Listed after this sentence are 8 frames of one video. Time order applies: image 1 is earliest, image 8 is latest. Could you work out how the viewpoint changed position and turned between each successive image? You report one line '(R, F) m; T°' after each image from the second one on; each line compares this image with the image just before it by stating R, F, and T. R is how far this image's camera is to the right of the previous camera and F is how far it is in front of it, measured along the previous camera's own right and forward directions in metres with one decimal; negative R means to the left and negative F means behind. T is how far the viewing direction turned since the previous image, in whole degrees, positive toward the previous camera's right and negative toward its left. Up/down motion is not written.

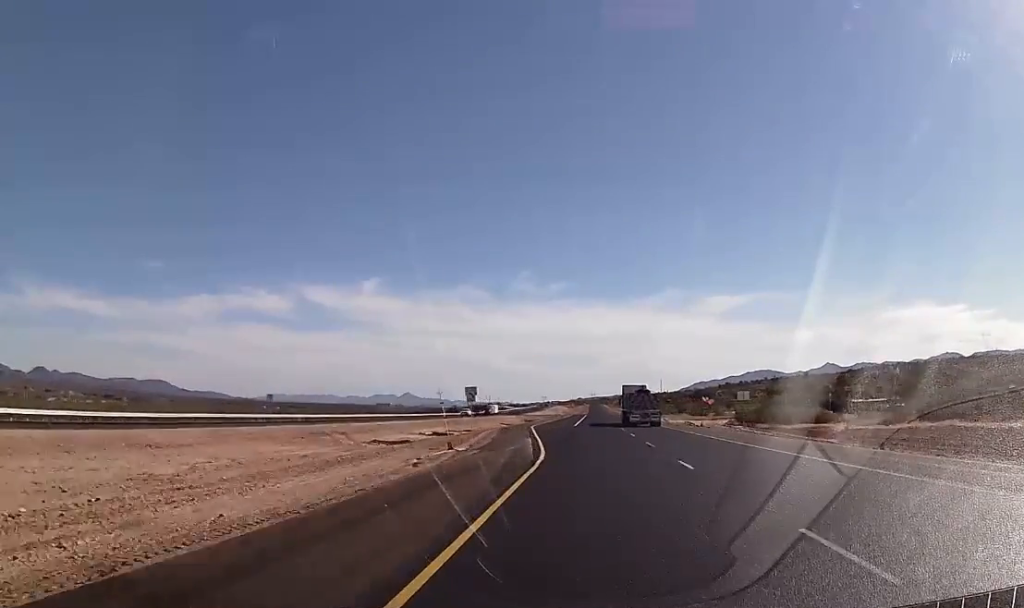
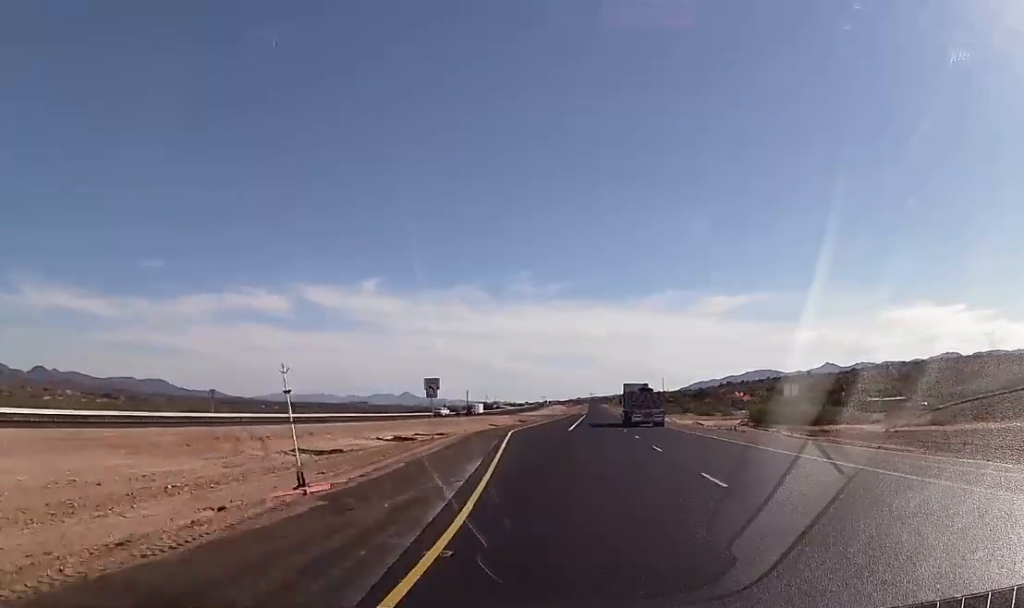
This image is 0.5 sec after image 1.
(-0.2, +16.6) m; 0°
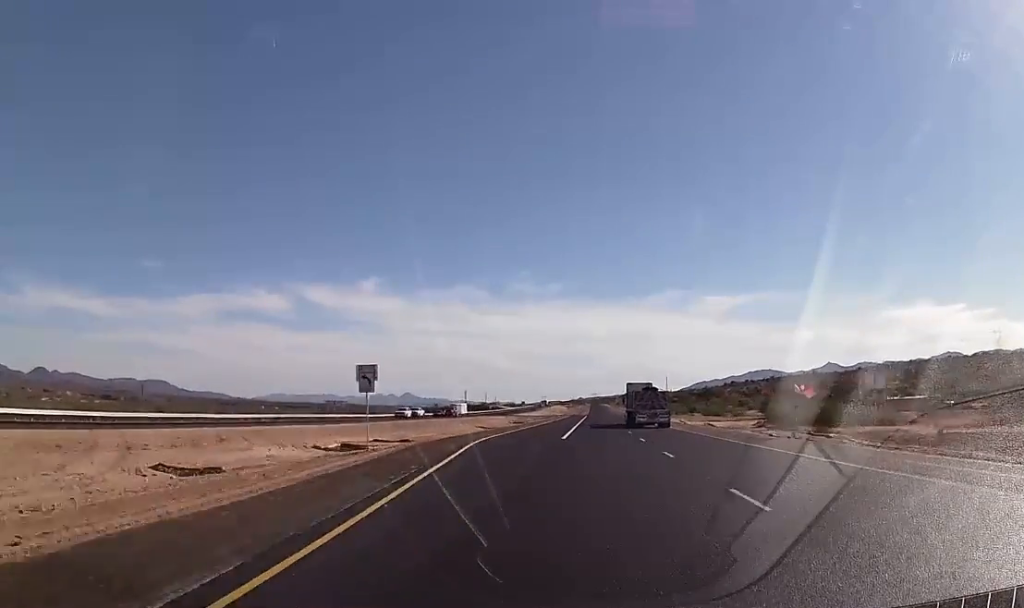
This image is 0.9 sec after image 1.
(-0.1, +15.4) m; 0°
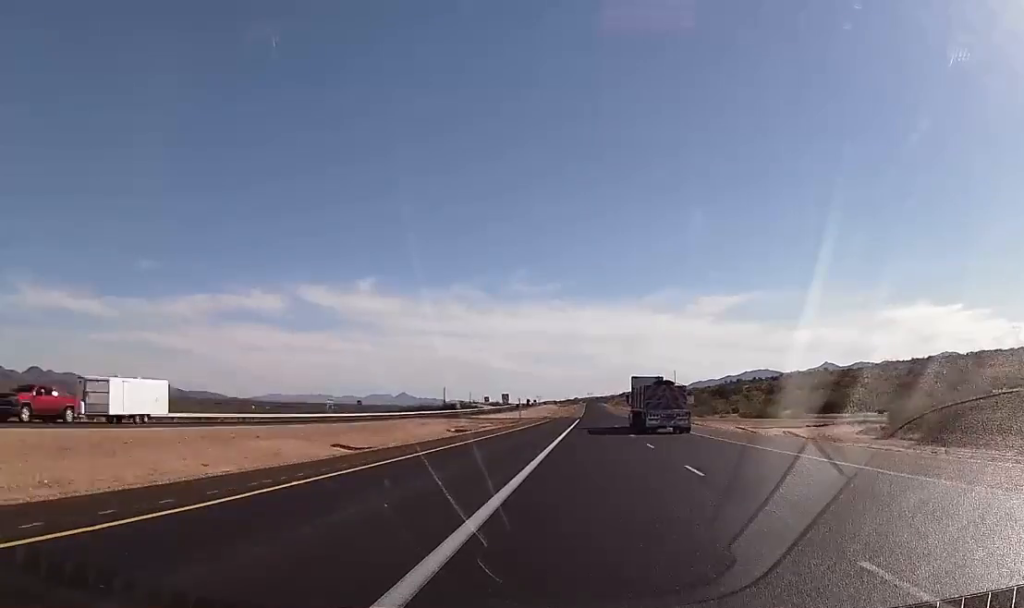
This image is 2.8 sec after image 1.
(-0.1, +67.3) m; +1°
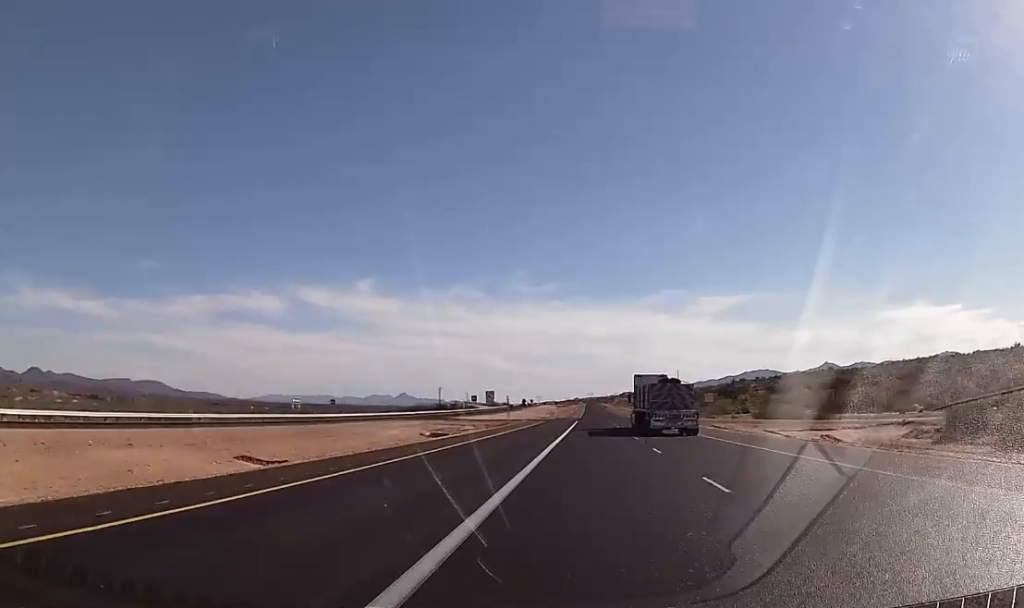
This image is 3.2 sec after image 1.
(+0.4, +15.3) m; 0°
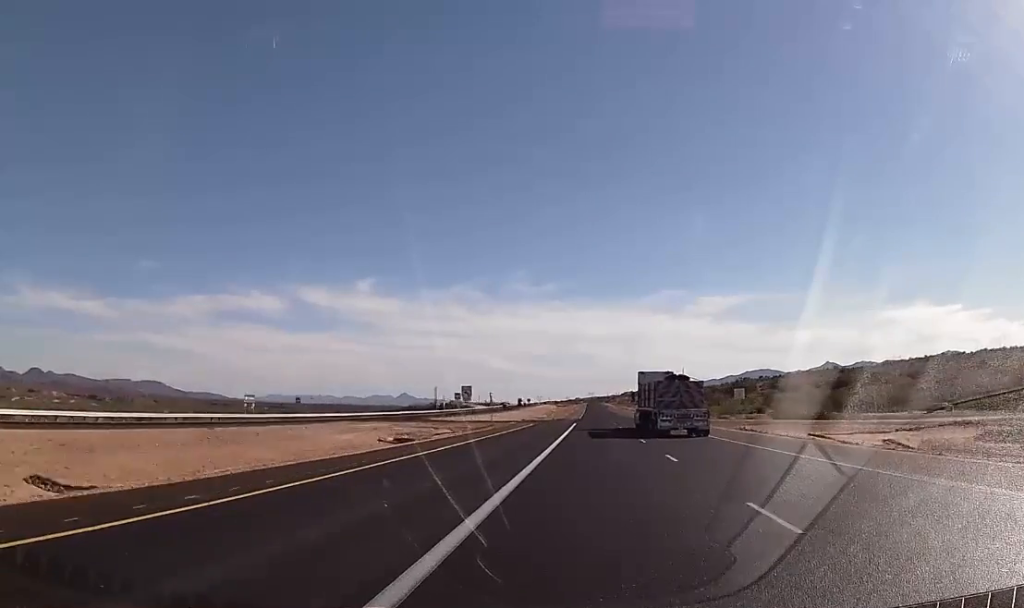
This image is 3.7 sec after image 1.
(+0.4, +16.6) m; 0°
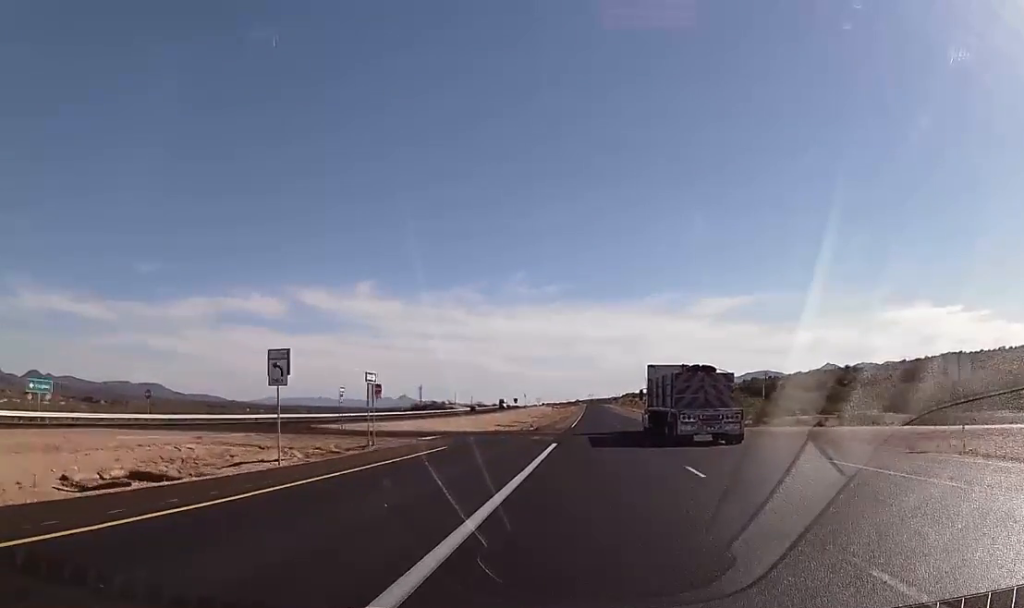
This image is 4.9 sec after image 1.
(-0.8, +41.3) m; -1°
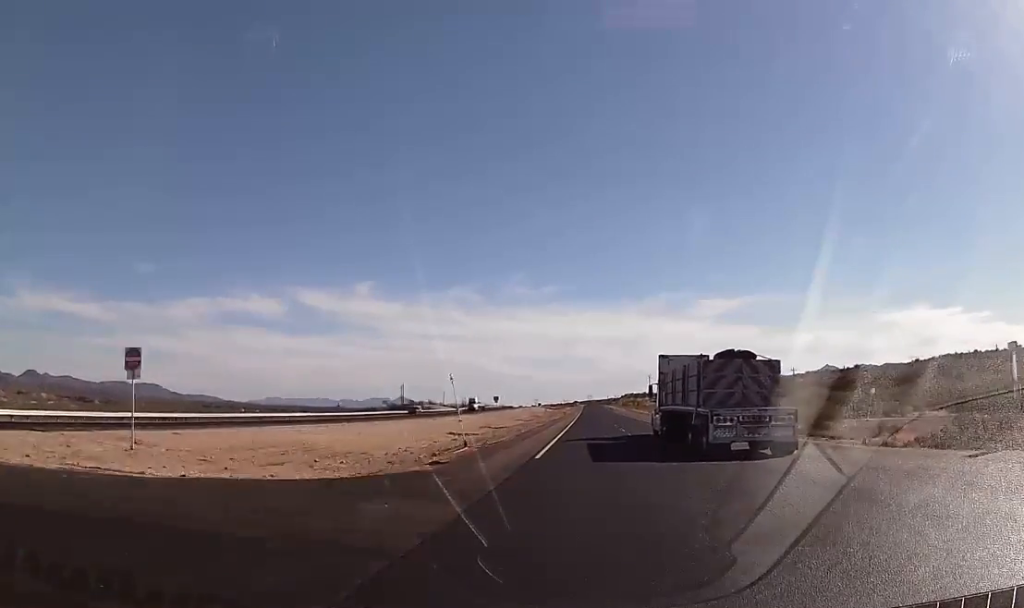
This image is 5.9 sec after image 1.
(+0.4, +37.8) m; +1°
